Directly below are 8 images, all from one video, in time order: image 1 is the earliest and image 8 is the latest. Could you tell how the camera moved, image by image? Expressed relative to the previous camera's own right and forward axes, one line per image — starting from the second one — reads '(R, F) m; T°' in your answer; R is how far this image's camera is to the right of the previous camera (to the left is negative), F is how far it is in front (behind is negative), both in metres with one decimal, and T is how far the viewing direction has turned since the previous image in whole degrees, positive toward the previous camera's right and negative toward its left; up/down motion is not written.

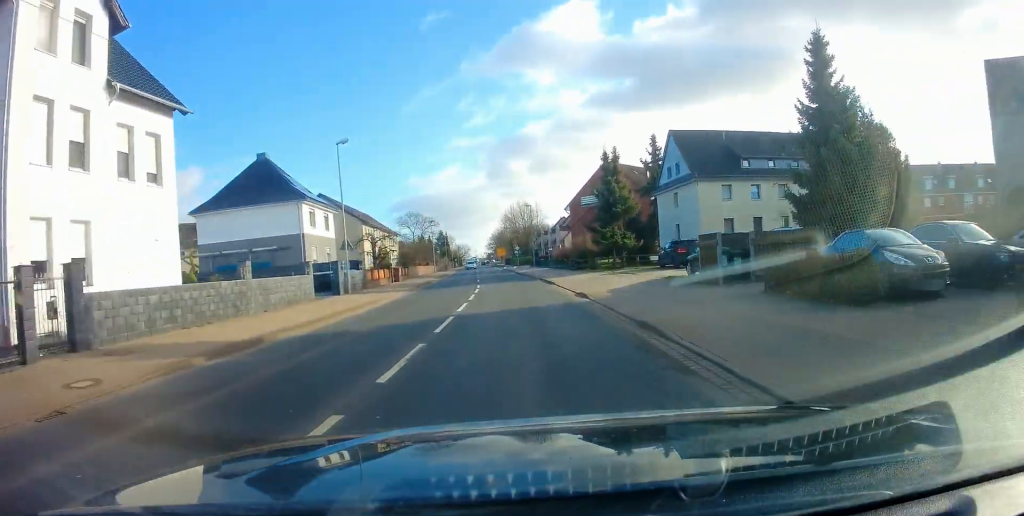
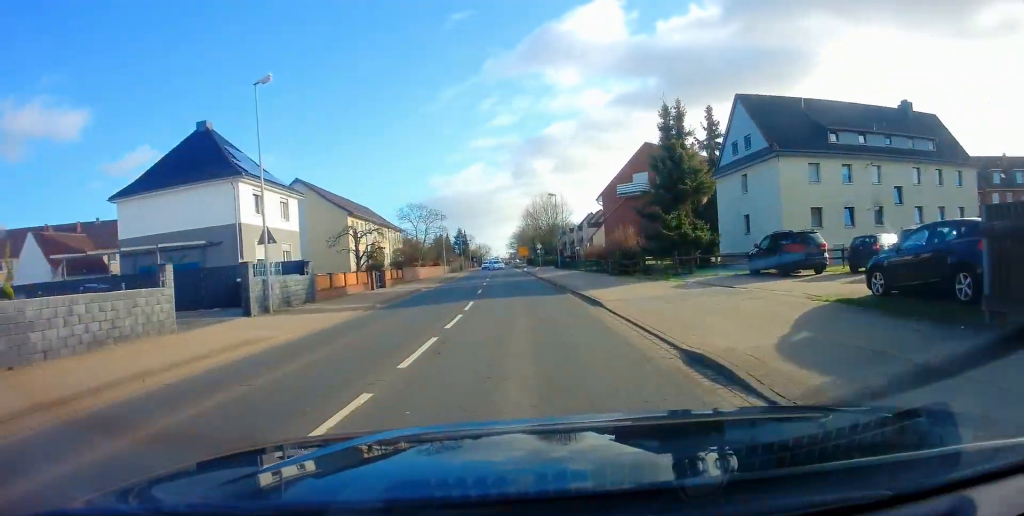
(-0.3, +15.8) m; -2°
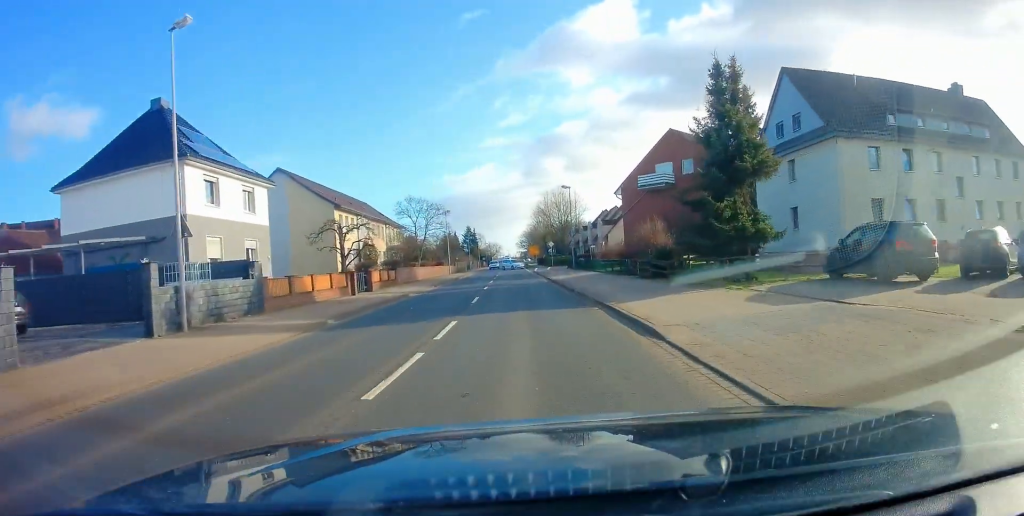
(+0.1, +8.2) m; -1°
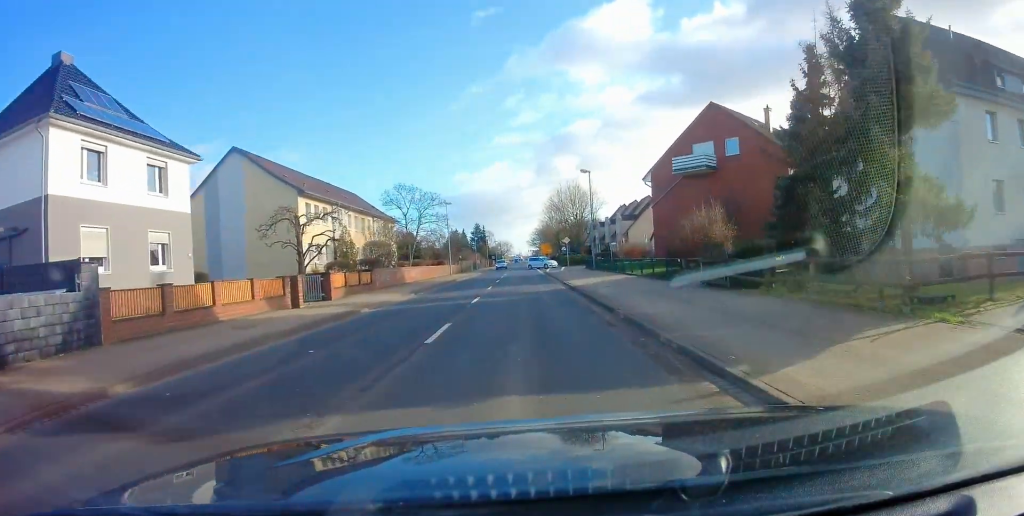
(-0.4, +11.3) m; -3°
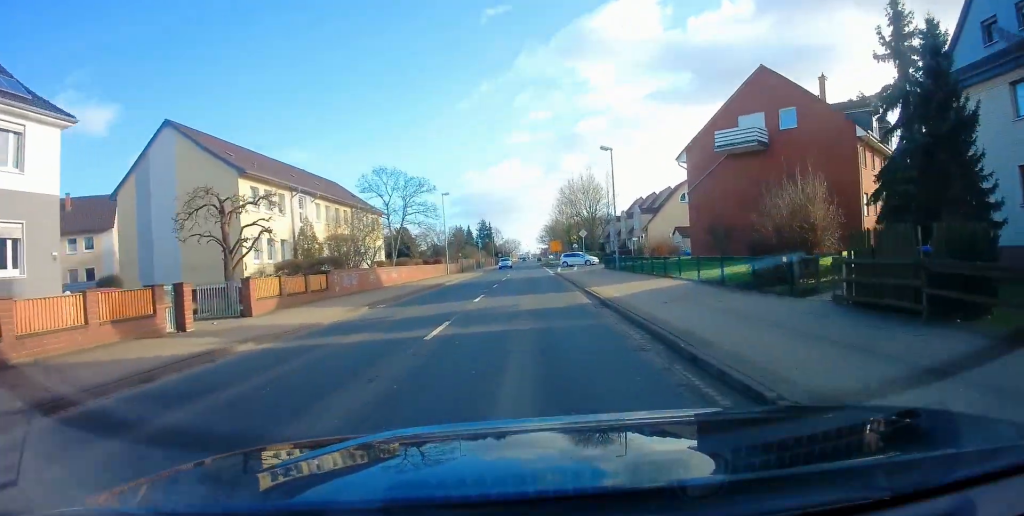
(-0.2, +10.2) m; -3°
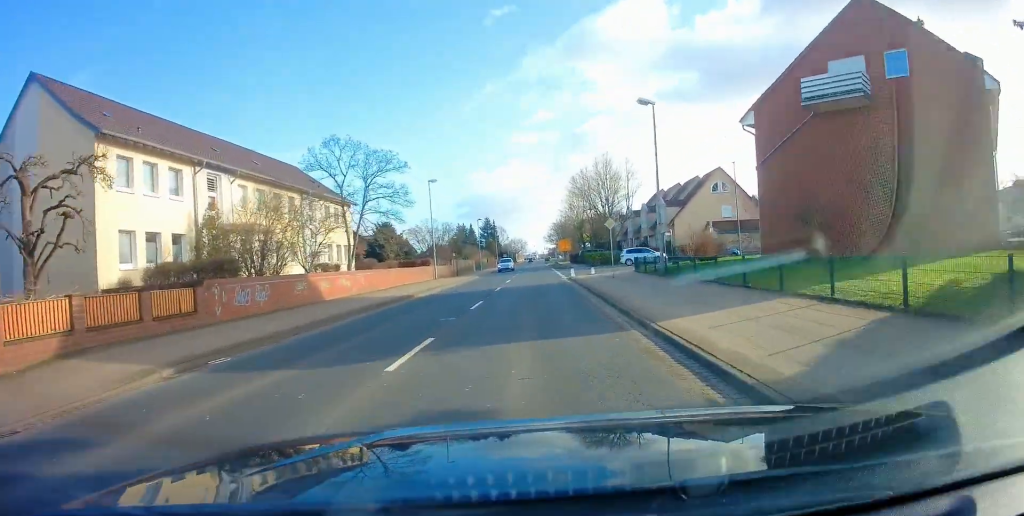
(-0.4, +12.0) m; -3°
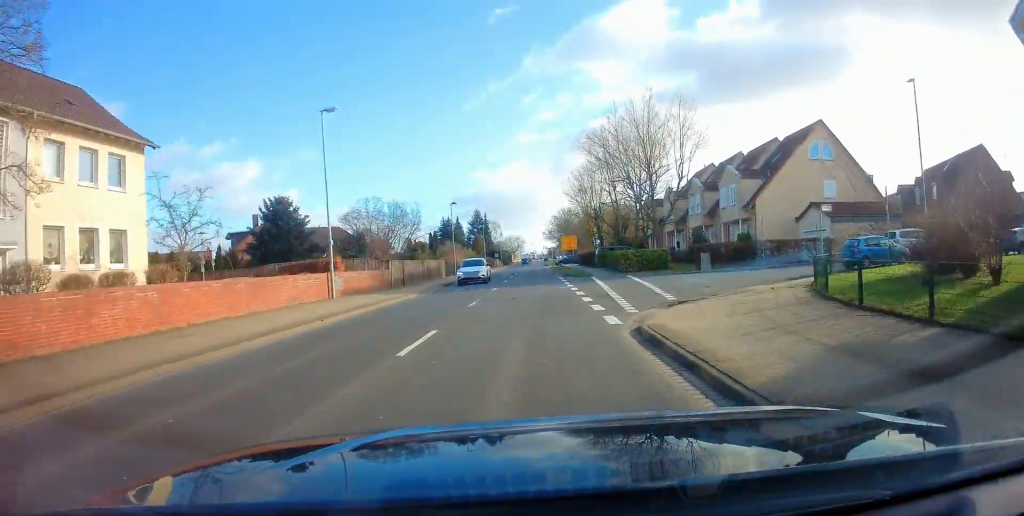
(-0.1, +25.2) m; +1°
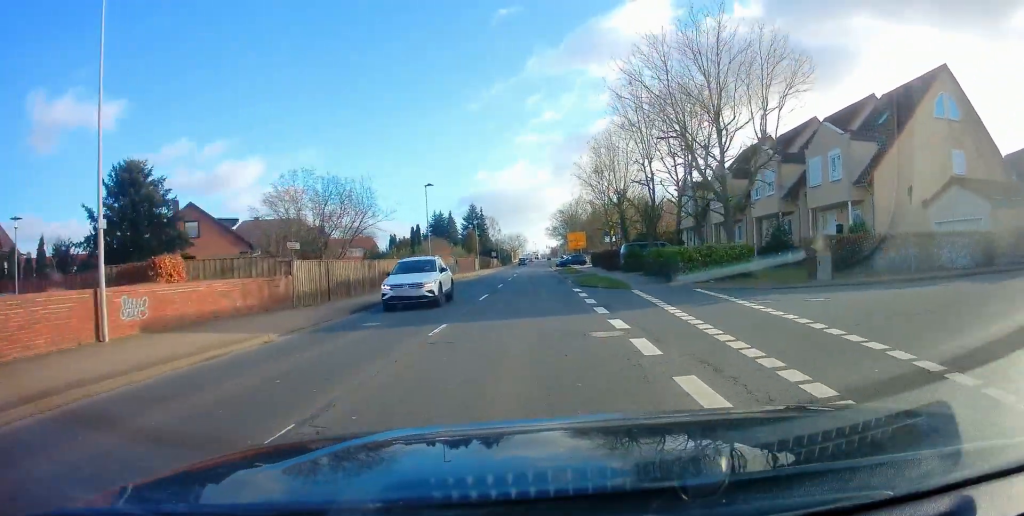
(0.0, +15.2) m; 0°
